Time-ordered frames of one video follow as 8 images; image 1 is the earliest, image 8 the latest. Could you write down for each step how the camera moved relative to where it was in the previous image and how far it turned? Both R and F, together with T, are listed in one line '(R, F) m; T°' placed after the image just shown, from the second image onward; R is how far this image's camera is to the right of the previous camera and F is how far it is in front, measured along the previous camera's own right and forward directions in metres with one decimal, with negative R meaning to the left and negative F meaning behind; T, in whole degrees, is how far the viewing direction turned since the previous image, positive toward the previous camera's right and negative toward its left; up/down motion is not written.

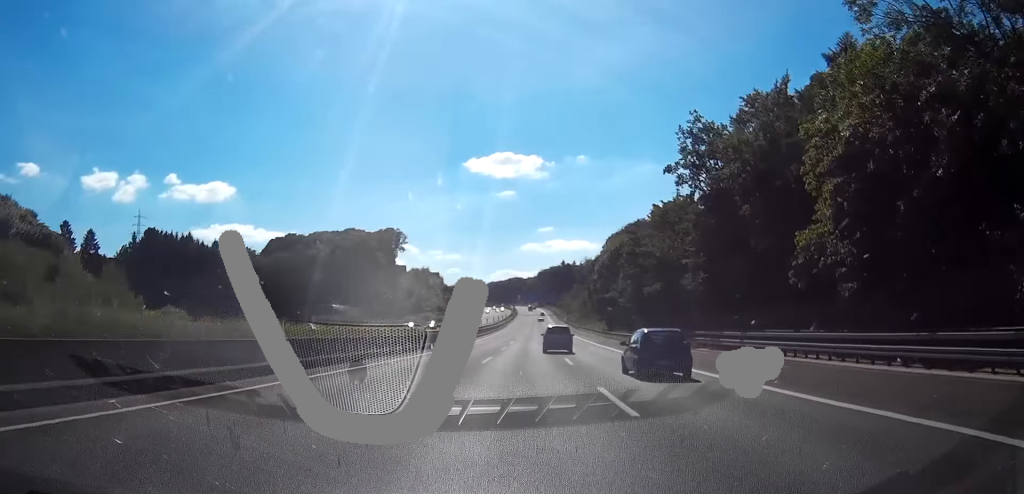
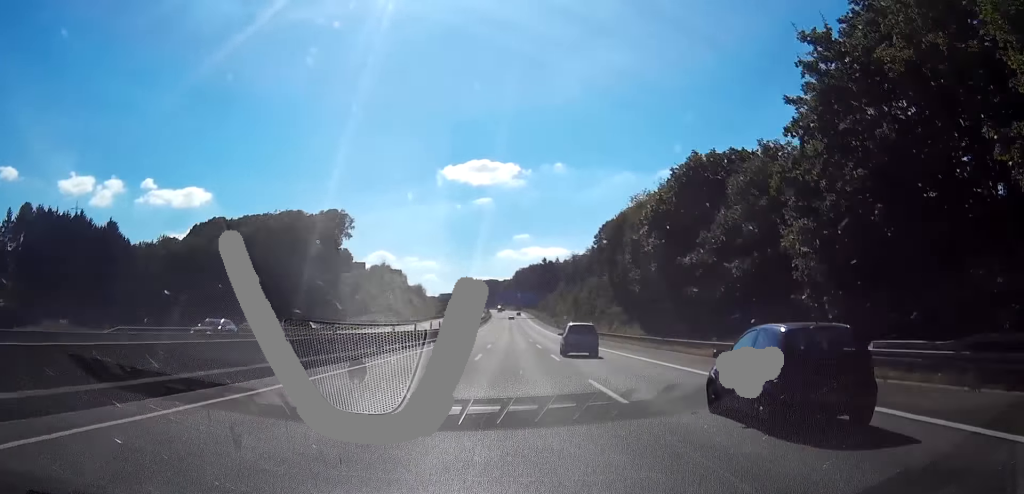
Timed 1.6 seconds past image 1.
(0.0, +51.7) m; 0°
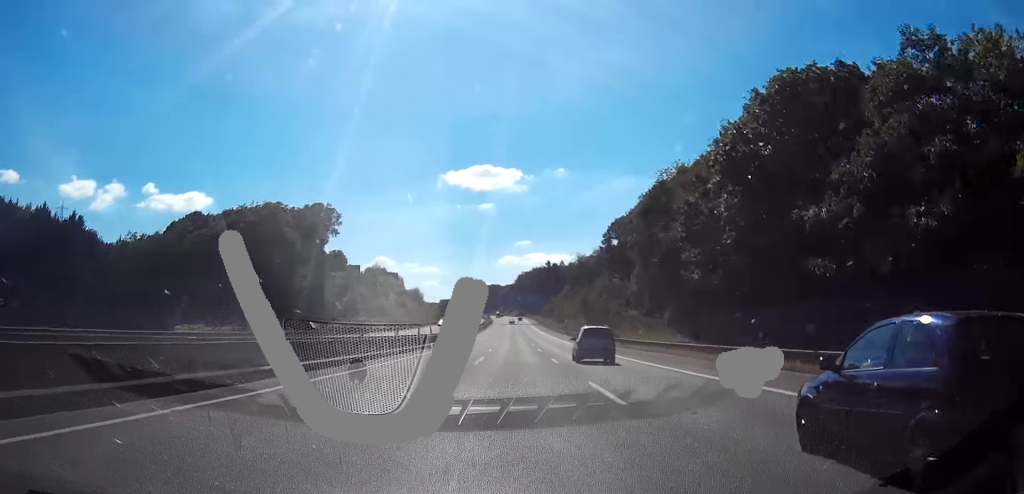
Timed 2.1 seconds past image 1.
(-0.1, +17.8) m; 0°
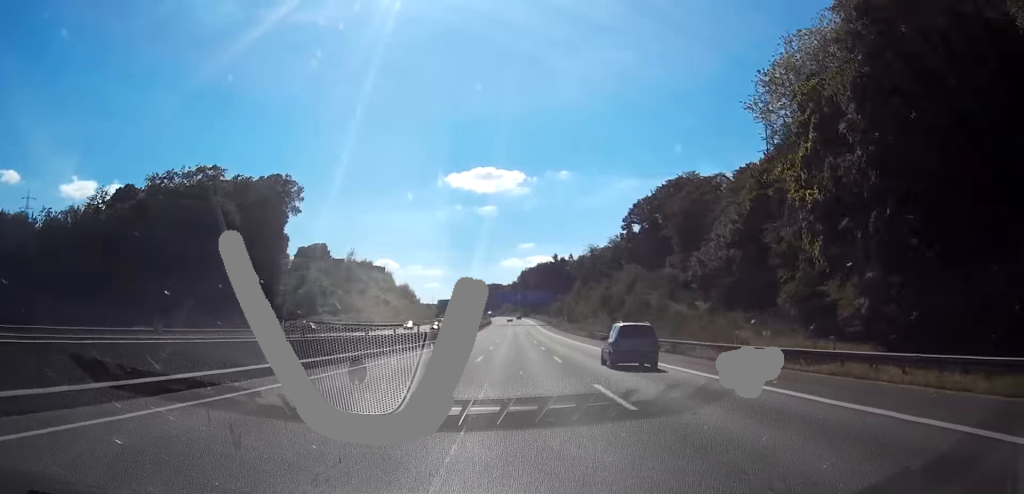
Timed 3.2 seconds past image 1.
(+0.6, +37.4) m; +1°
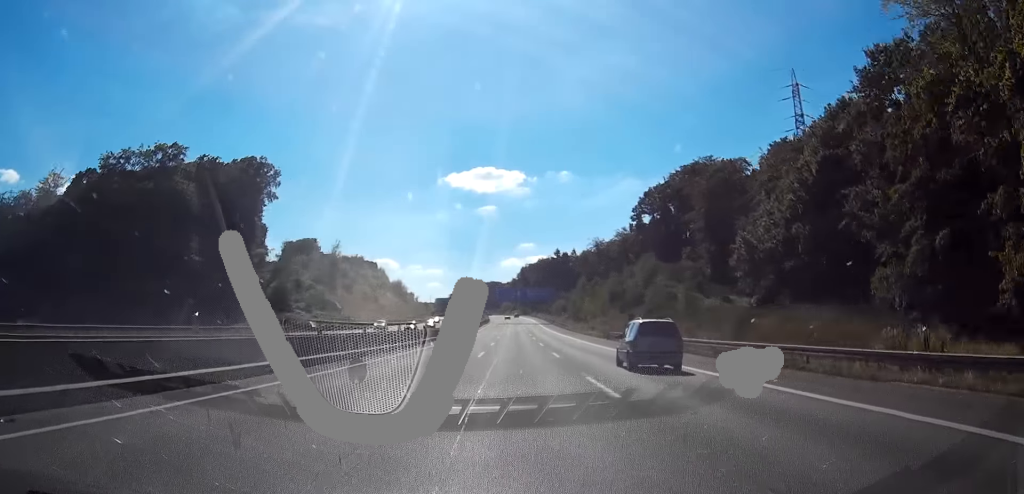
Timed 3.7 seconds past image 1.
(+0.1, +16.0) m; 0°
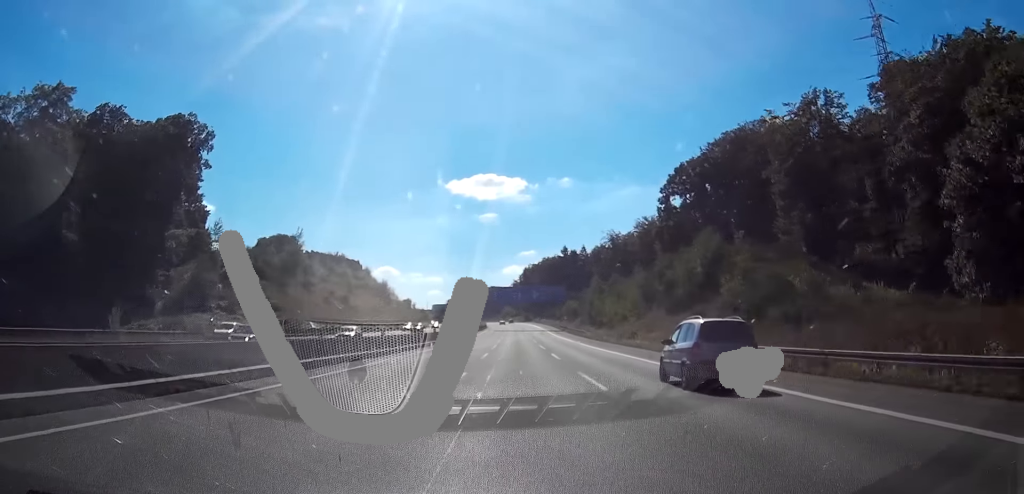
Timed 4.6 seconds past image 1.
(+0.1, +33.3) m; 0°
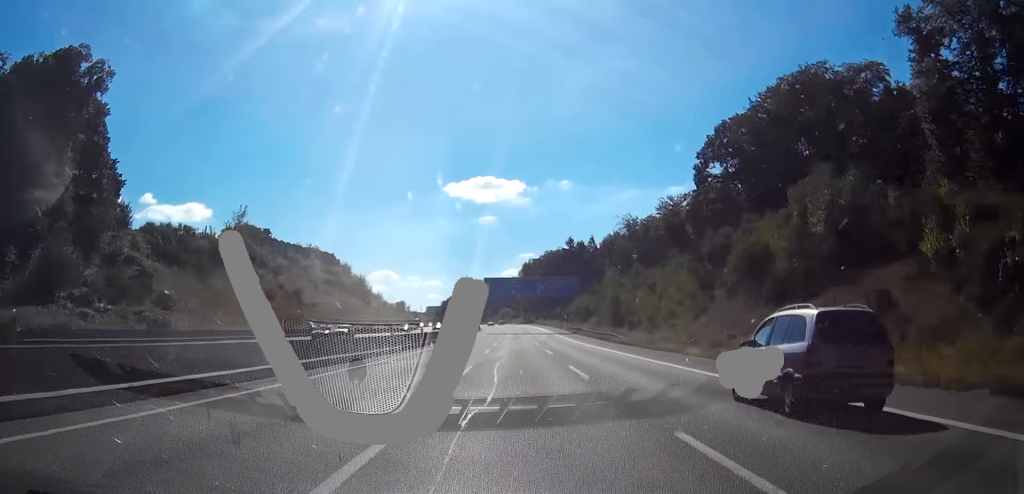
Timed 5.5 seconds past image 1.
(0.0, +31.1) m; 0°
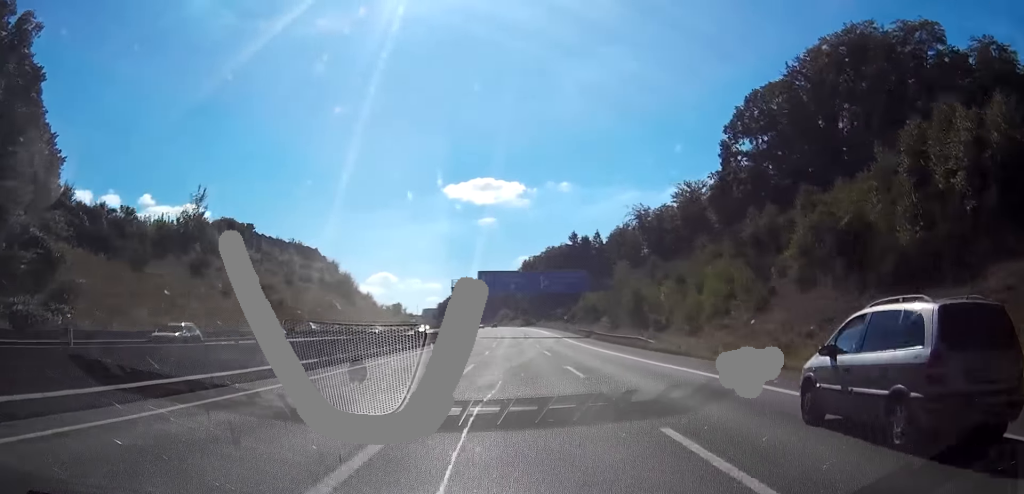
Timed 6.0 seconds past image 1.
(+0.1, +16.2) m; 0°
